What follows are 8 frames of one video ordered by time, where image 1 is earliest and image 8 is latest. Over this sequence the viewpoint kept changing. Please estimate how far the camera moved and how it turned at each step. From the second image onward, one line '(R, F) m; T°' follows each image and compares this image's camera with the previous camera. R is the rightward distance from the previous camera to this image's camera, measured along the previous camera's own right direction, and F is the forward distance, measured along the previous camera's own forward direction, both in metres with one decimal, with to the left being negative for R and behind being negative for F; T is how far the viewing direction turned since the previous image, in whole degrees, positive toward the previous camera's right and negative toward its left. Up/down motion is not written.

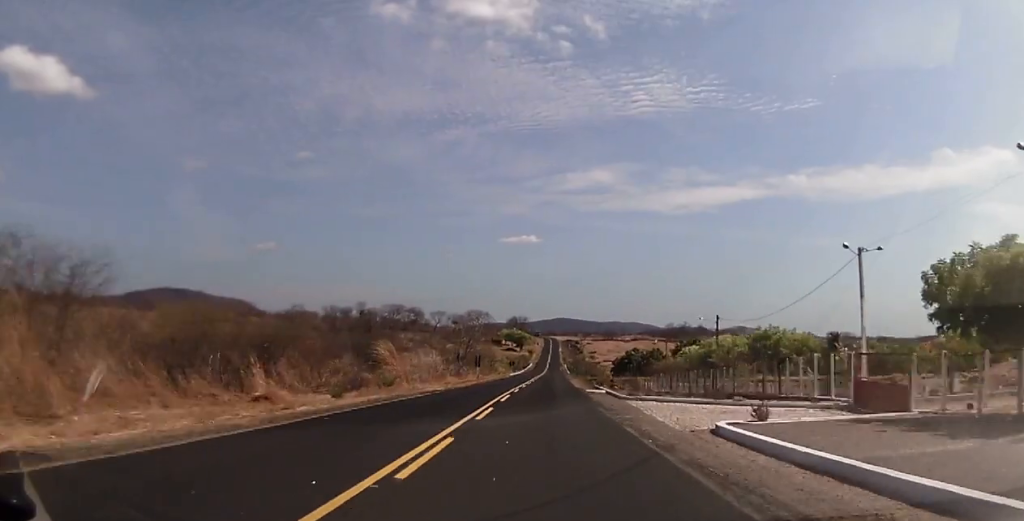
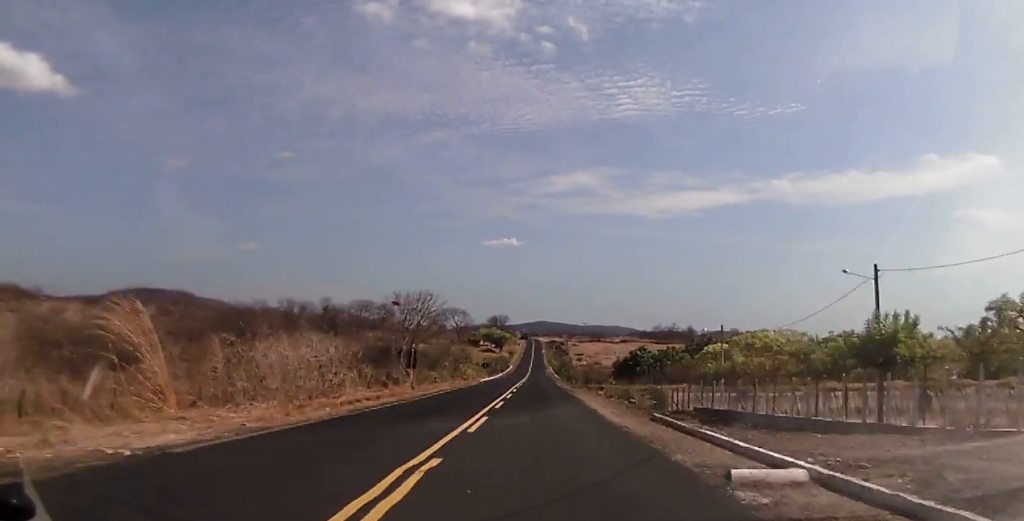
(0.0, +24.1) m; +1°
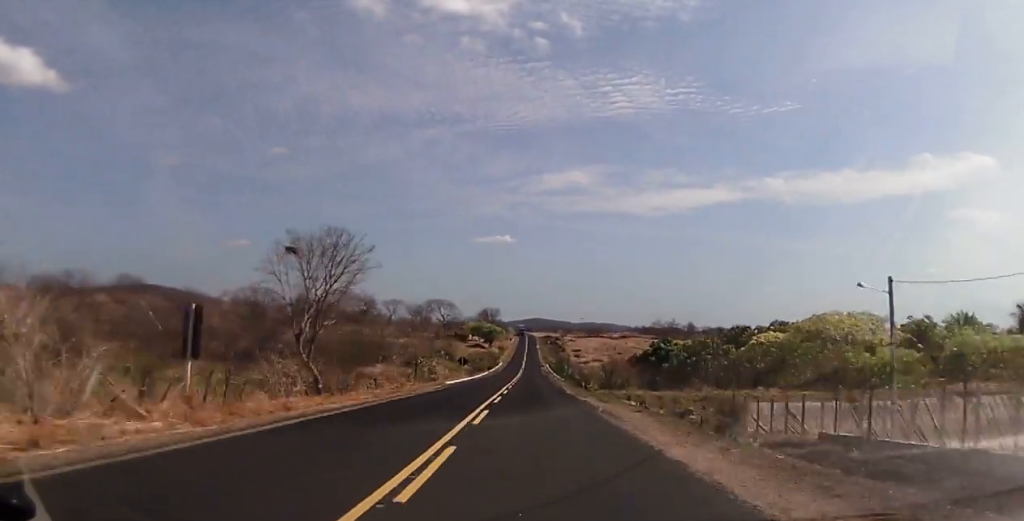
(+0.5, +21.5) m; +1°
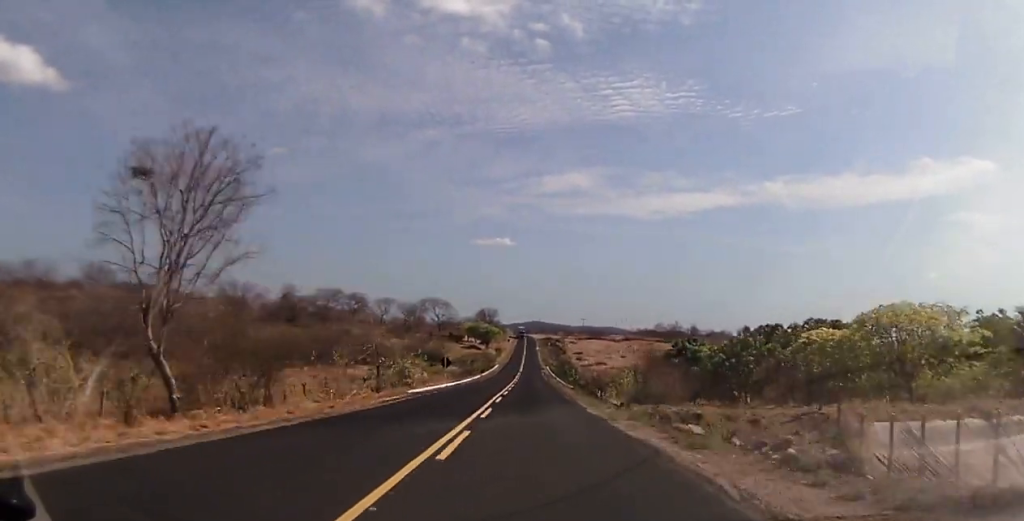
(0.0, +12.5) m; 0°
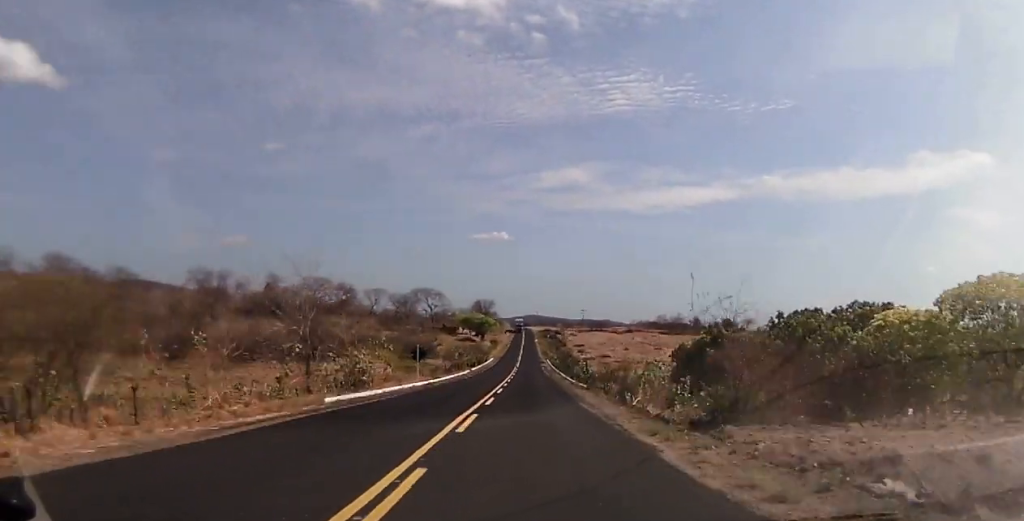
(0.0, +12.6) m; 0°
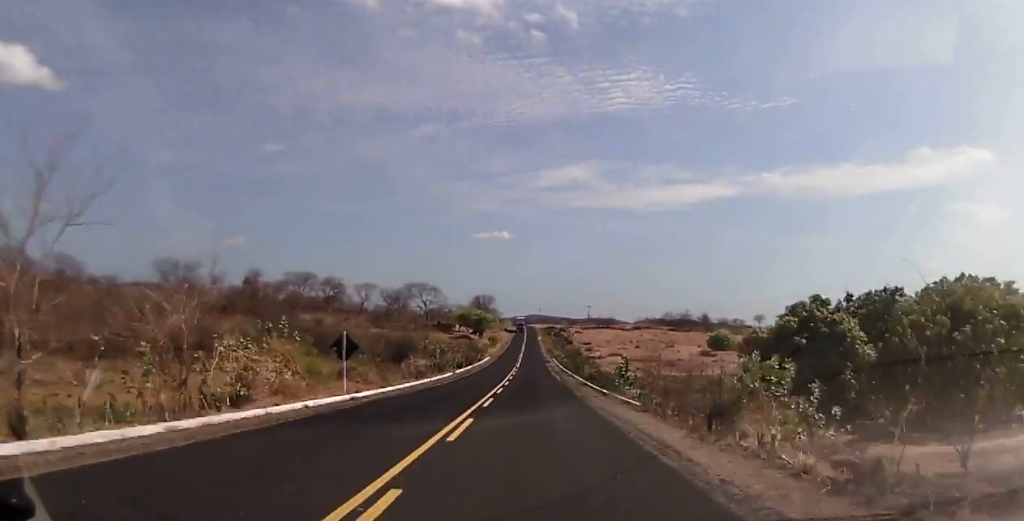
(0.0, +16.7) m; 0°
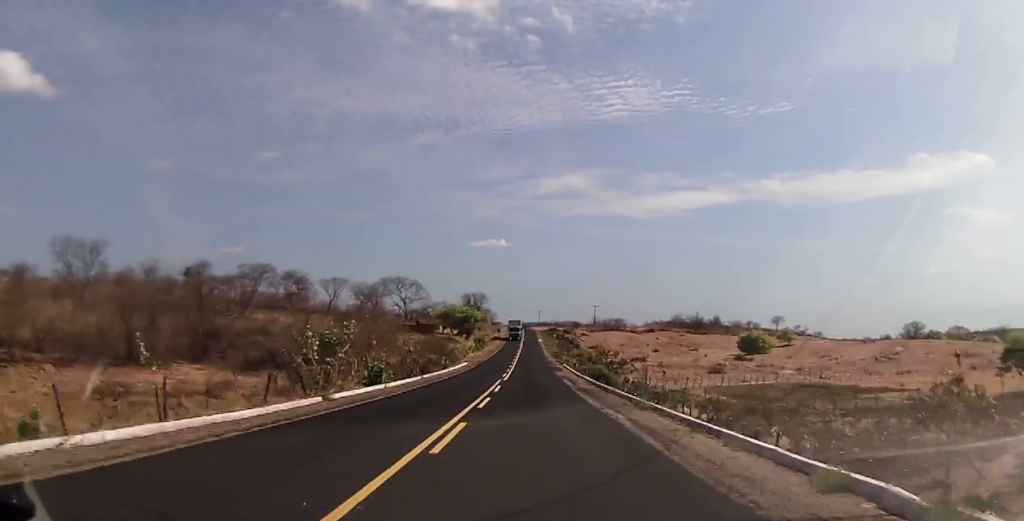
(0.0, +32.9) m; 0°
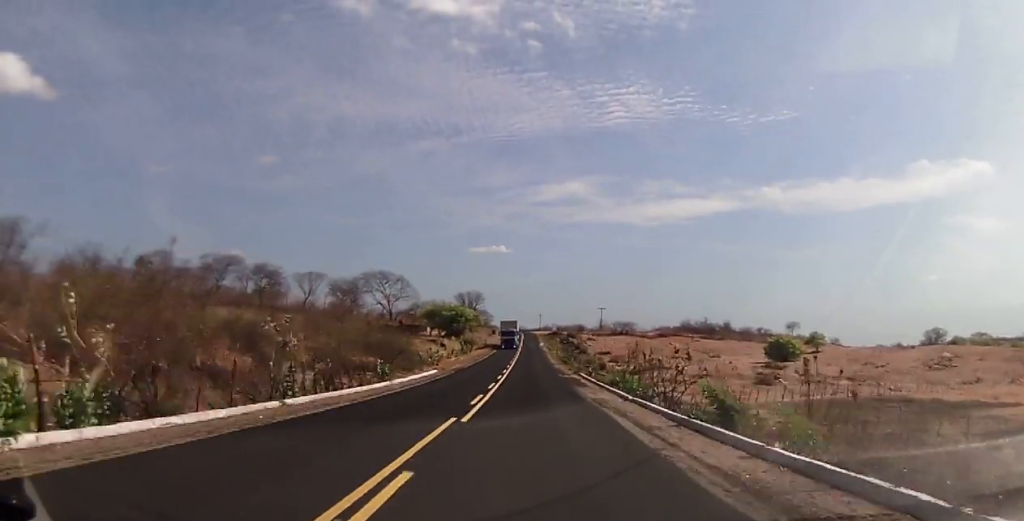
(0.0, +21.6) m; 0°
